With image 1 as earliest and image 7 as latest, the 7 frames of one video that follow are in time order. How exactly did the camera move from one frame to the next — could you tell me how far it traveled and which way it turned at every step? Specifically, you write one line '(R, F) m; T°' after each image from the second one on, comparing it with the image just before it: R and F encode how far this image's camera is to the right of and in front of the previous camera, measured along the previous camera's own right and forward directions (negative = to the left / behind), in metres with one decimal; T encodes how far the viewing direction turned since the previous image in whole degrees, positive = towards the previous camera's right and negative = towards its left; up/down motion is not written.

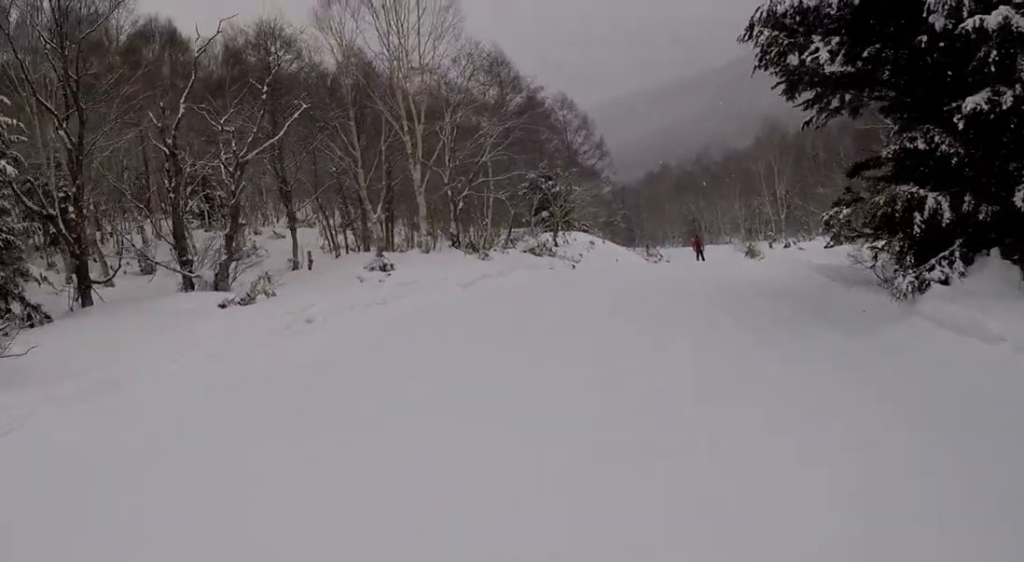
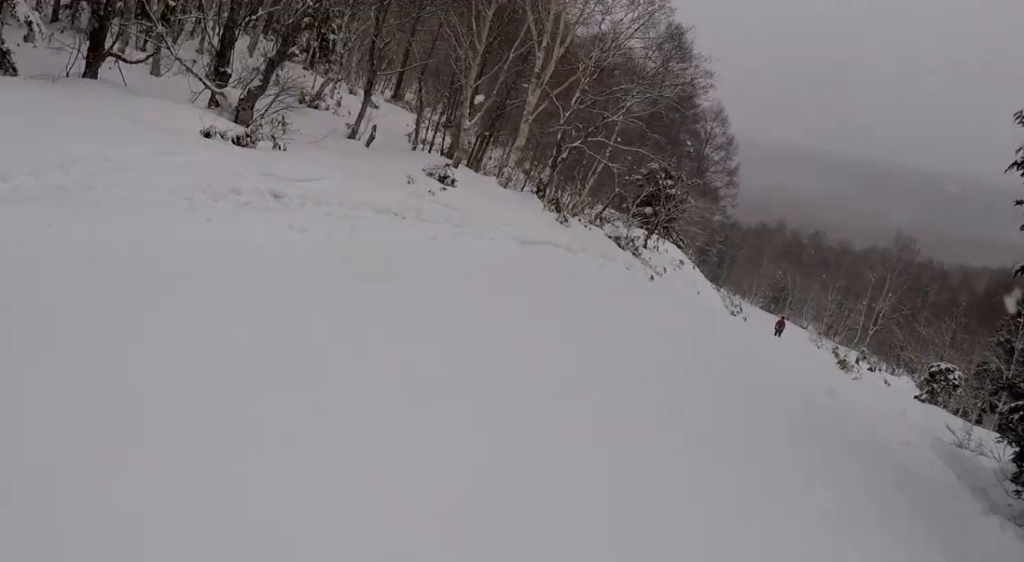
(-0.4, +3.5) m; +3°
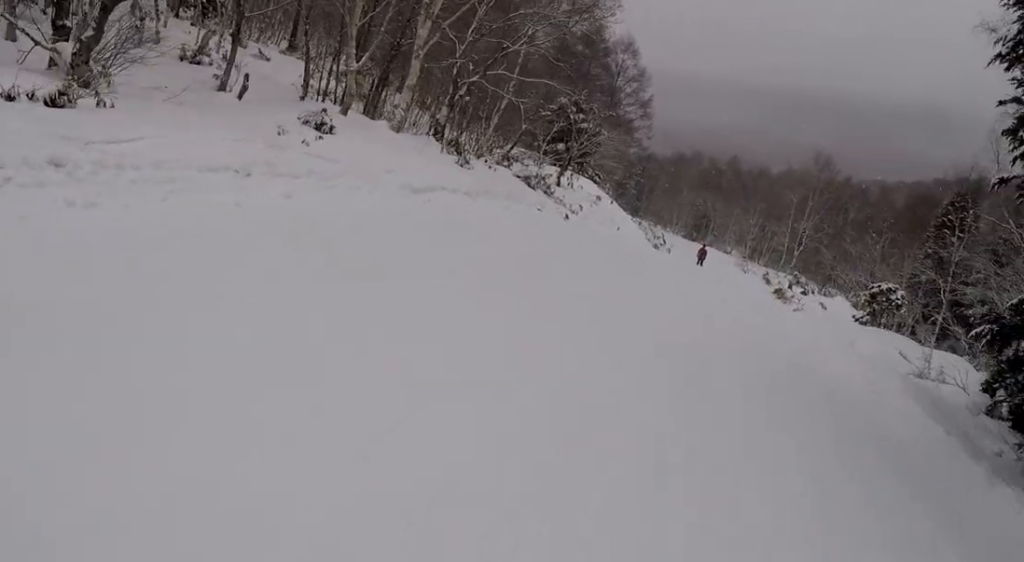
(+0.7, +1.7) m; 0°
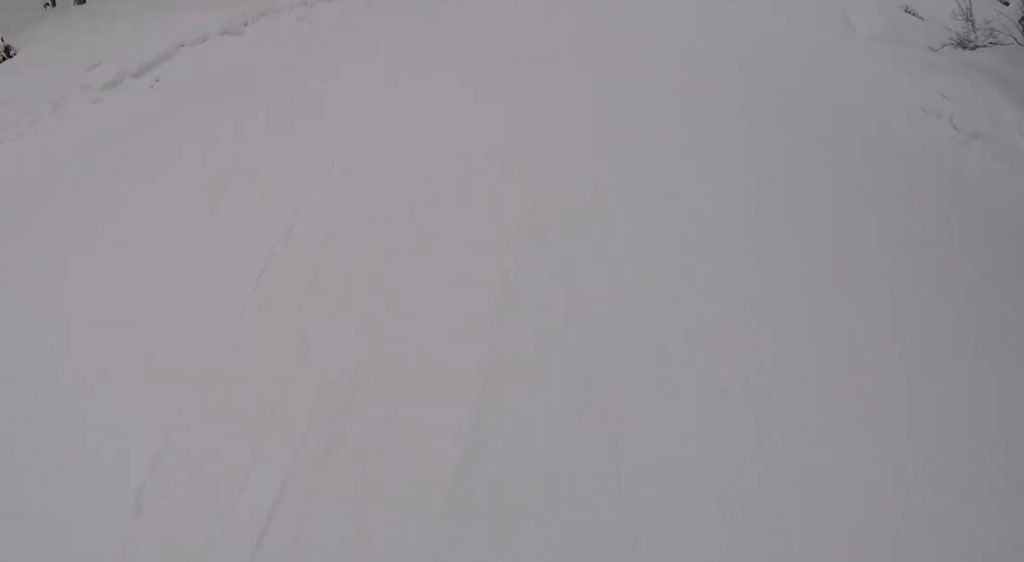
(-0.5, +4.5) m; -15°
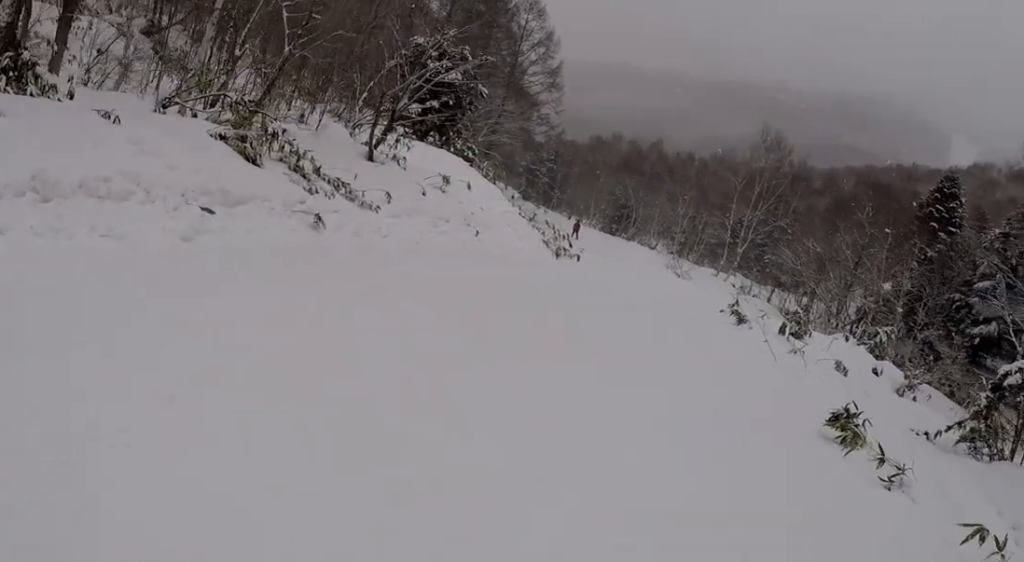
(+0.7, +8.0) m; +15°
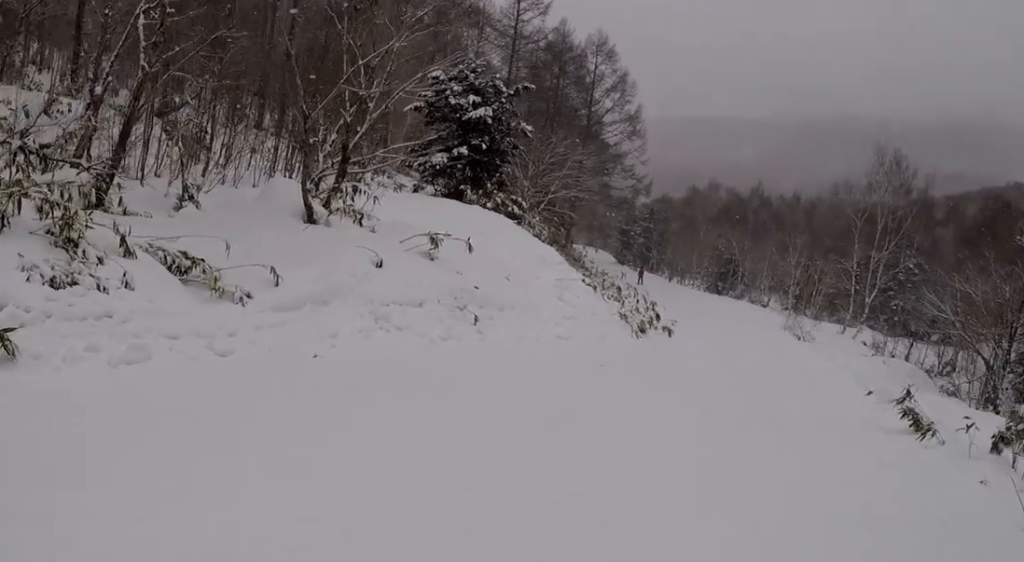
(-0.6, +6.8) m; +4°
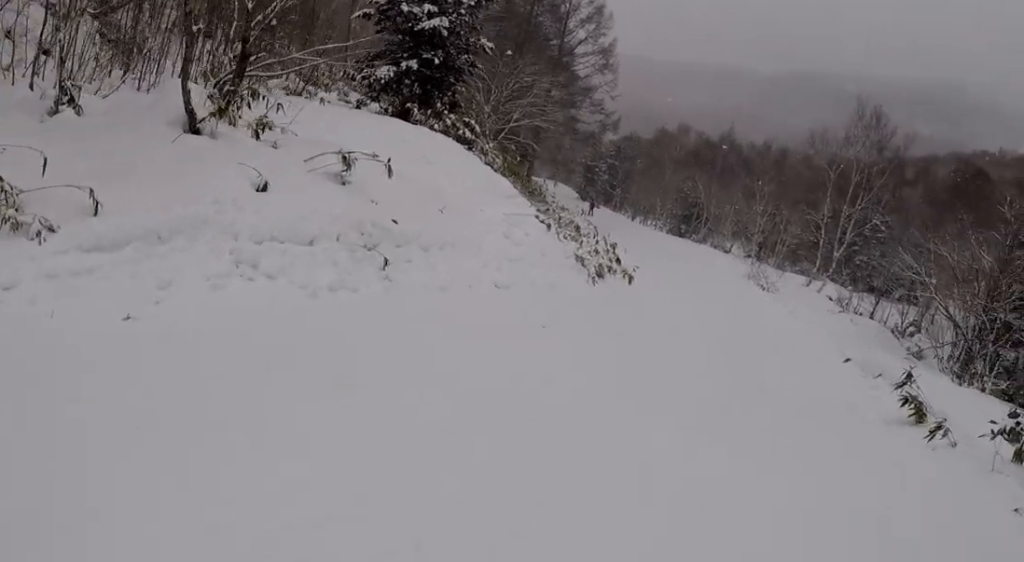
(+0.9, +2.4) m; +8°
